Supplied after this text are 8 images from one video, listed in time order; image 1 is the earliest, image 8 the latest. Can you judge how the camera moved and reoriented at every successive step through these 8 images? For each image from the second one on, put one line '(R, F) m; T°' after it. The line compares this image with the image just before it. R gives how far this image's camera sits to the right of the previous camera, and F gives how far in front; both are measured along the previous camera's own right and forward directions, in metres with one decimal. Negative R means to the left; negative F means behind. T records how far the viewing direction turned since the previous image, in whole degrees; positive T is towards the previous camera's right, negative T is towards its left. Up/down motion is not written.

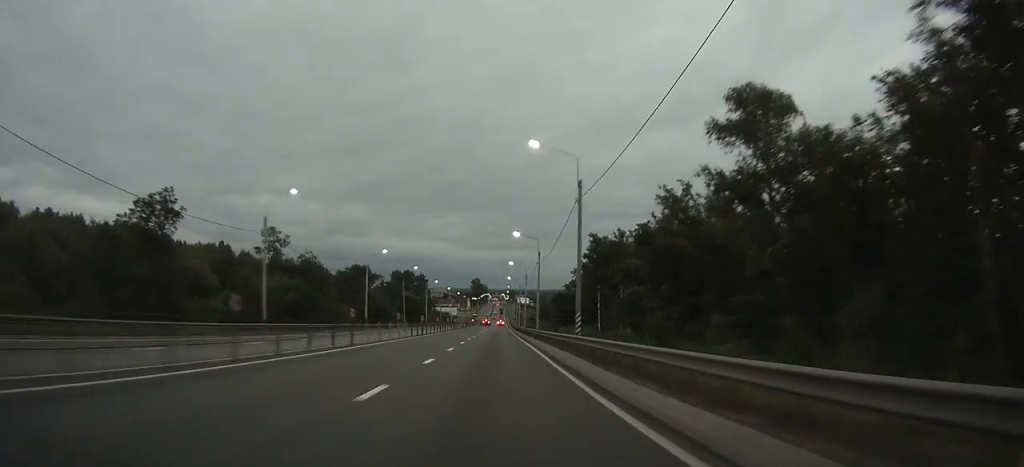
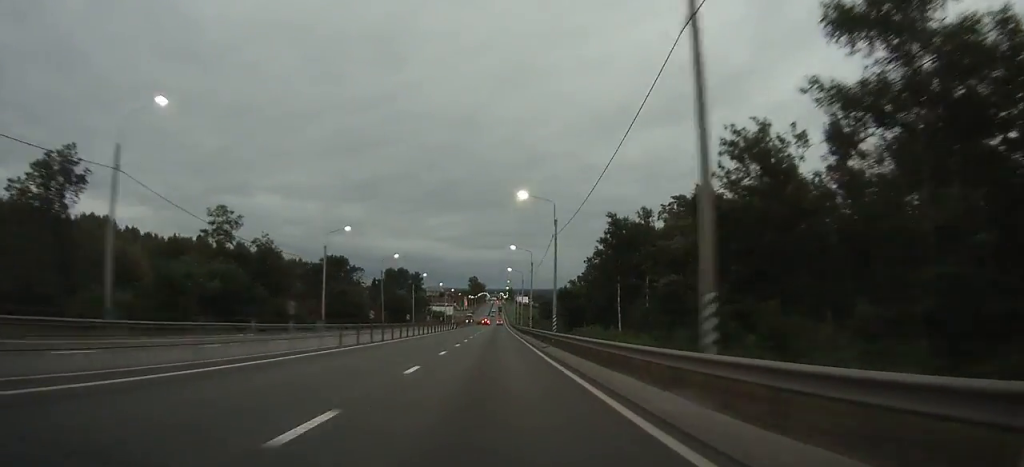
(+0.1, +19.4) m; 0°
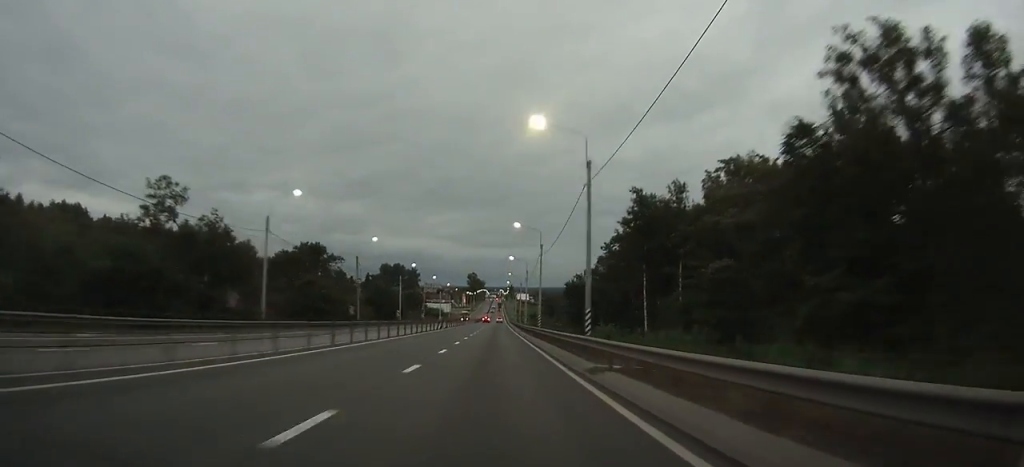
(-0.1, +16.0) m; 0°
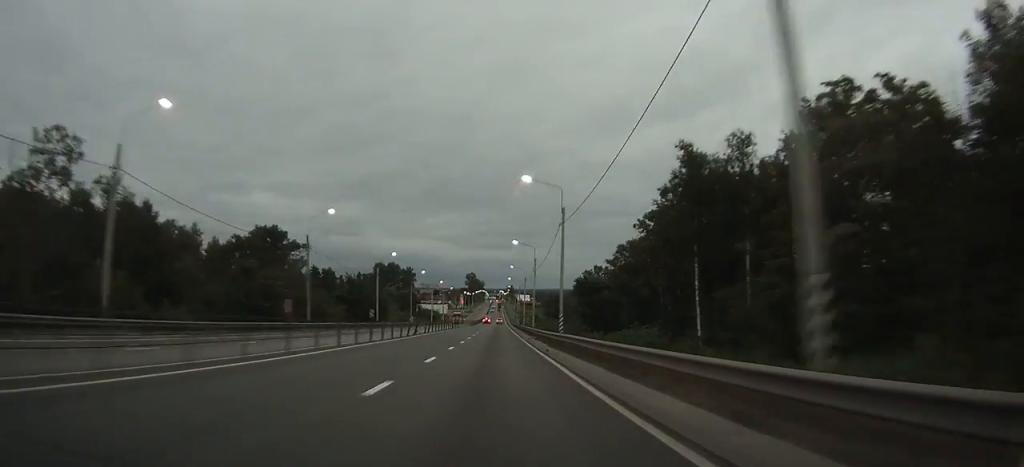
(-0.2, +19.7) m; 0°
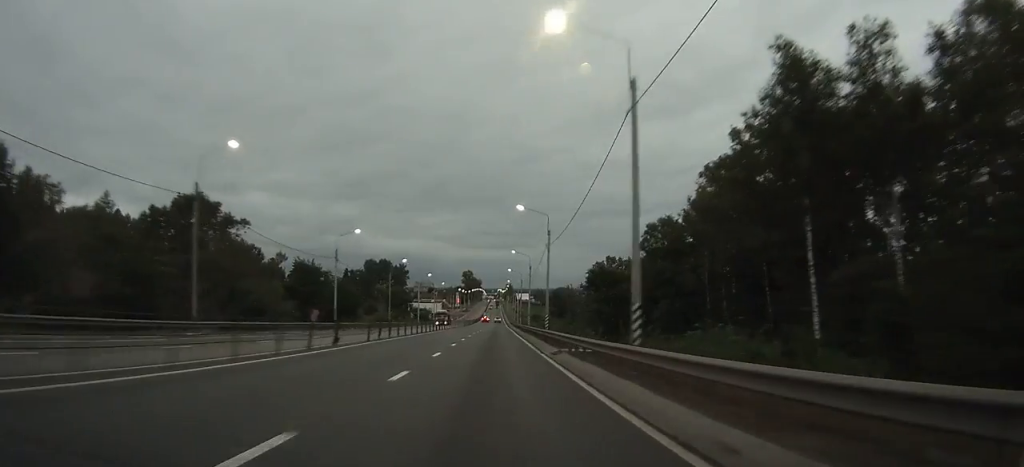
(+0.3, +21.2) m; +1°
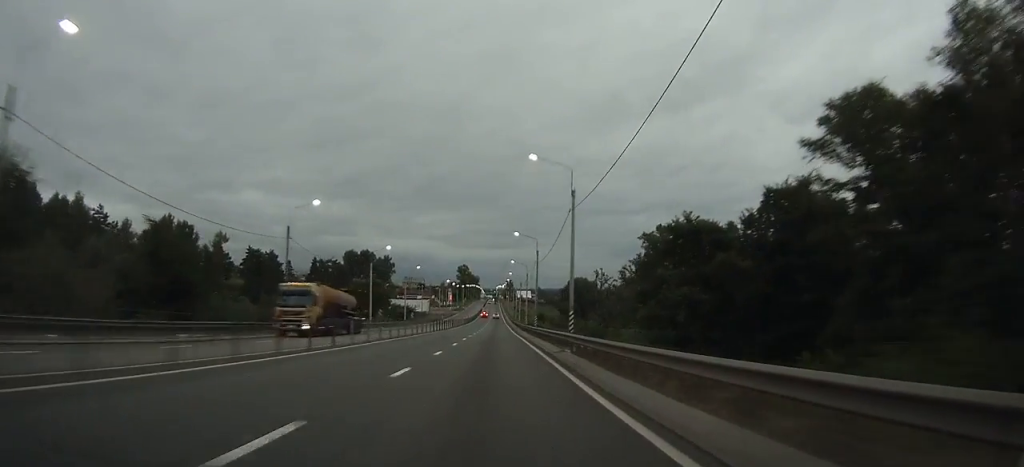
(+0.3, +46.7) m; 0°
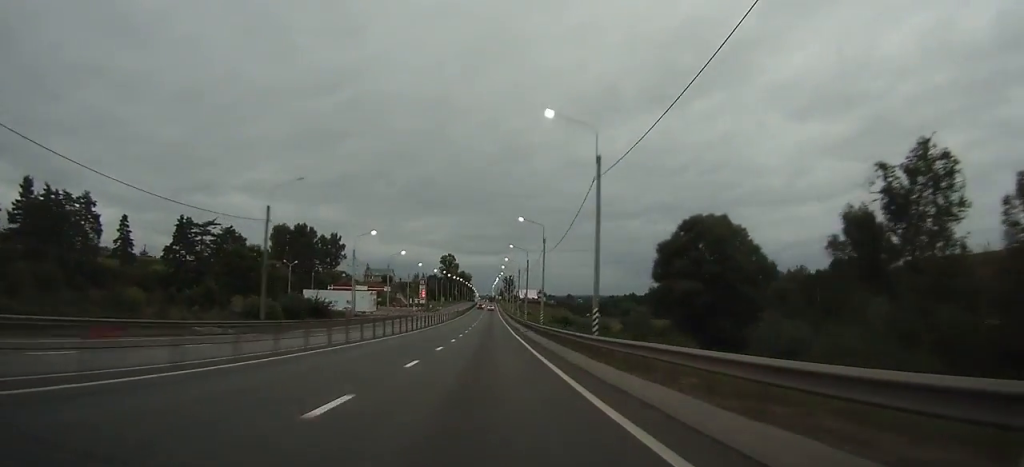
(-0.2, +100.9) m; 0°
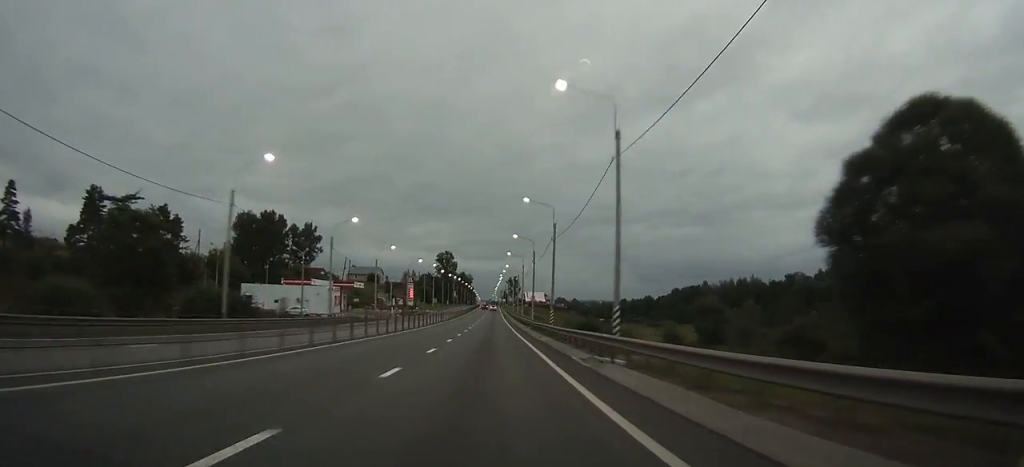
(-0.1, +35.1) m; 0°
